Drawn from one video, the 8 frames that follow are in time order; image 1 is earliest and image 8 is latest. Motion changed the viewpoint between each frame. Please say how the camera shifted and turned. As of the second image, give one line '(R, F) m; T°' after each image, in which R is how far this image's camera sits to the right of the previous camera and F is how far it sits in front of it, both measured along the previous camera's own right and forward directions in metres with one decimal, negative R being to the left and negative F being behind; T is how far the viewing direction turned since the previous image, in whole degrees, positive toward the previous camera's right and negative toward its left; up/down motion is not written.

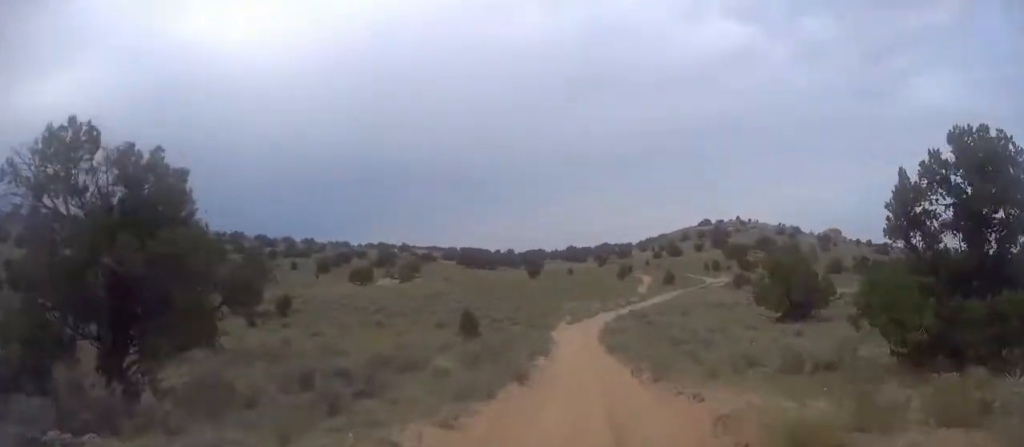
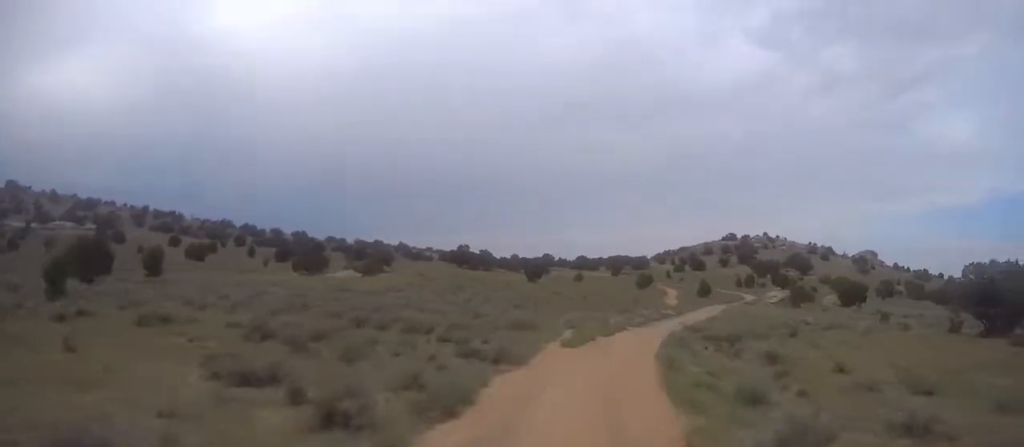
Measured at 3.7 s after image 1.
(+1.0, +34.0) m; +7°
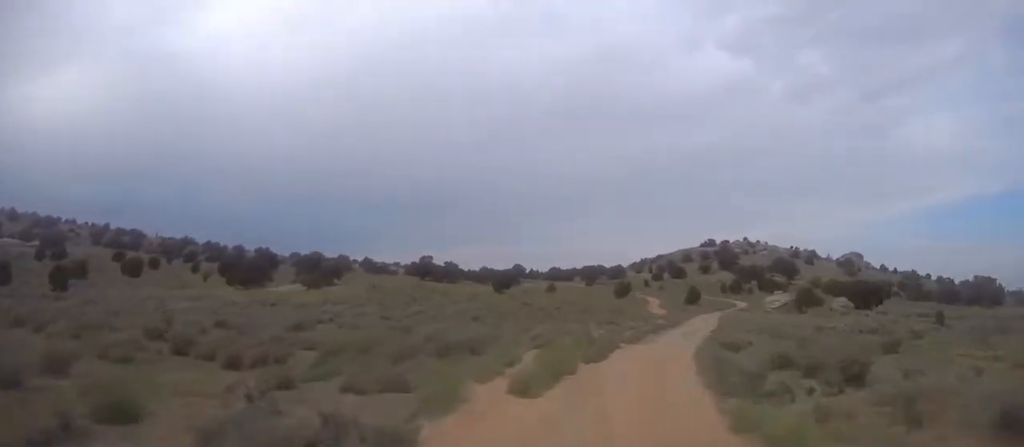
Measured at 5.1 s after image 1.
(+0.7, +13.7) m; +4°
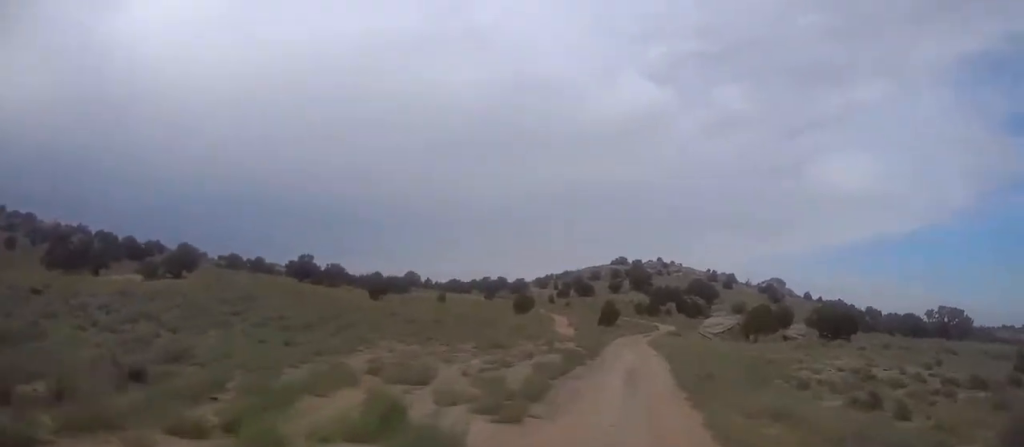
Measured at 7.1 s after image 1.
(+0.4, +19.8) m; +5°
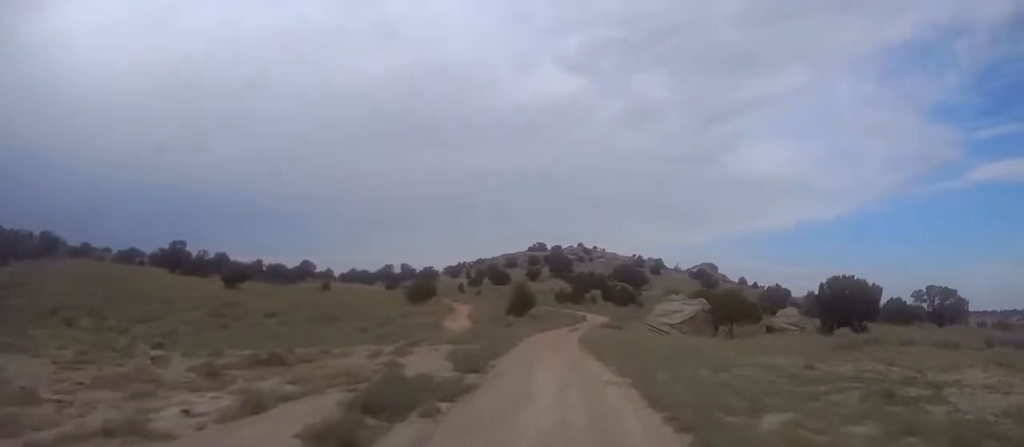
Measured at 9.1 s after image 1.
(+1.6, +22.3) m; +4°
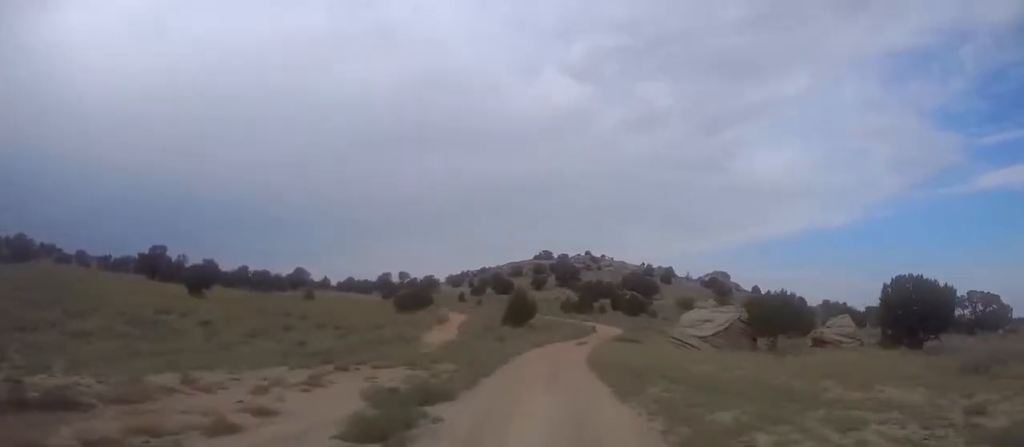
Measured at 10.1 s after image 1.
(0.0, +10.3) m; -1°
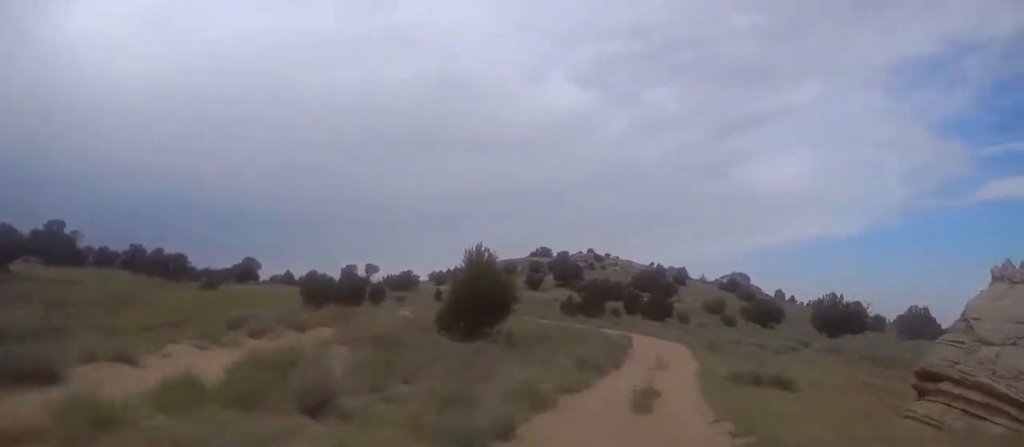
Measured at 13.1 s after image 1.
(0.0, +33.5) m; +4°
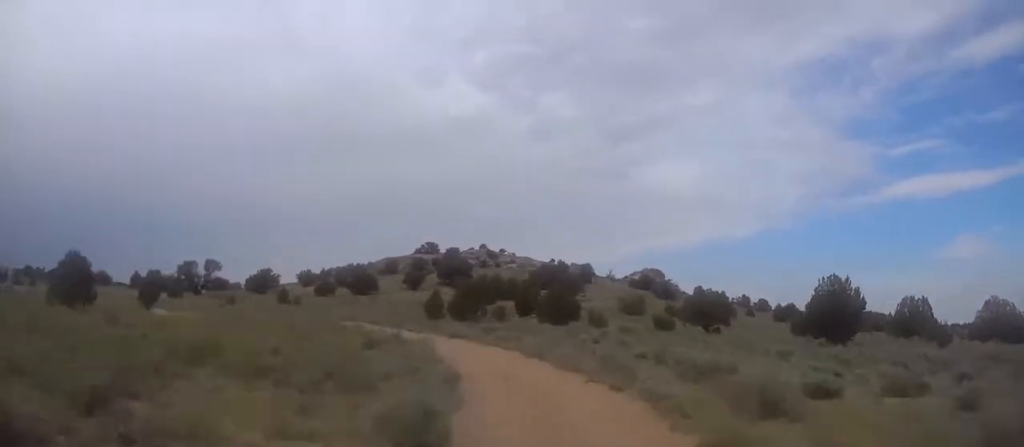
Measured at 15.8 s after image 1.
(+2.4, +30.1) m; +2°
